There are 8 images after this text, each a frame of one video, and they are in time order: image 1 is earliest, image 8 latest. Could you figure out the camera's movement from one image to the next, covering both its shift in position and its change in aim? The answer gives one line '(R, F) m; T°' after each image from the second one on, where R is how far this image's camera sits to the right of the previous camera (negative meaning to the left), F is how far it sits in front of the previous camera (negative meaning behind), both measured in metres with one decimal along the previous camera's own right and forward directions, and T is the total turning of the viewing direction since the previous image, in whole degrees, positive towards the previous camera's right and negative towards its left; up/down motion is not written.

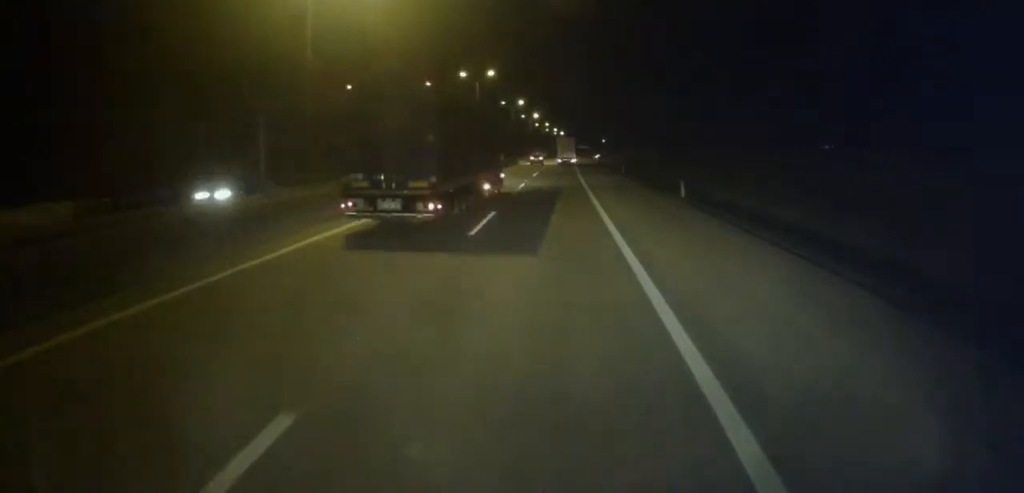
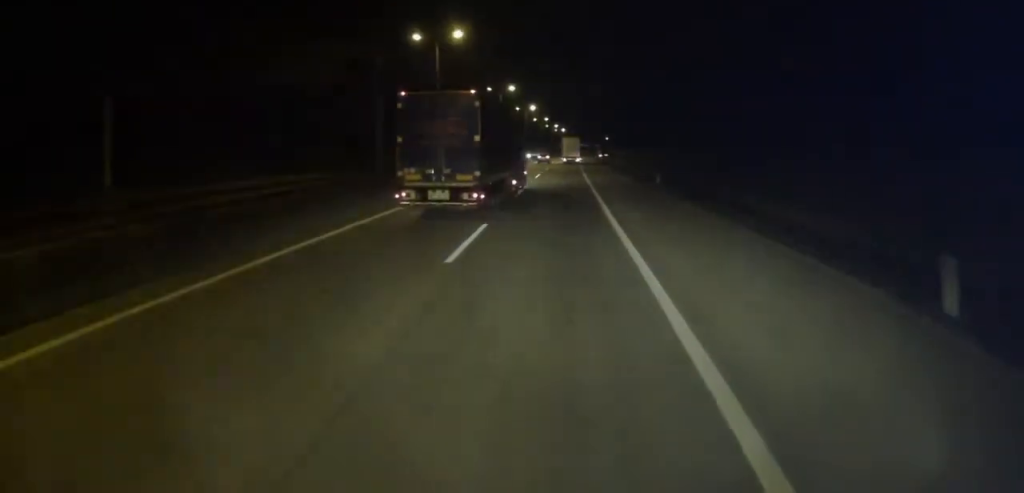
(0.0, +20.0) m; -1°
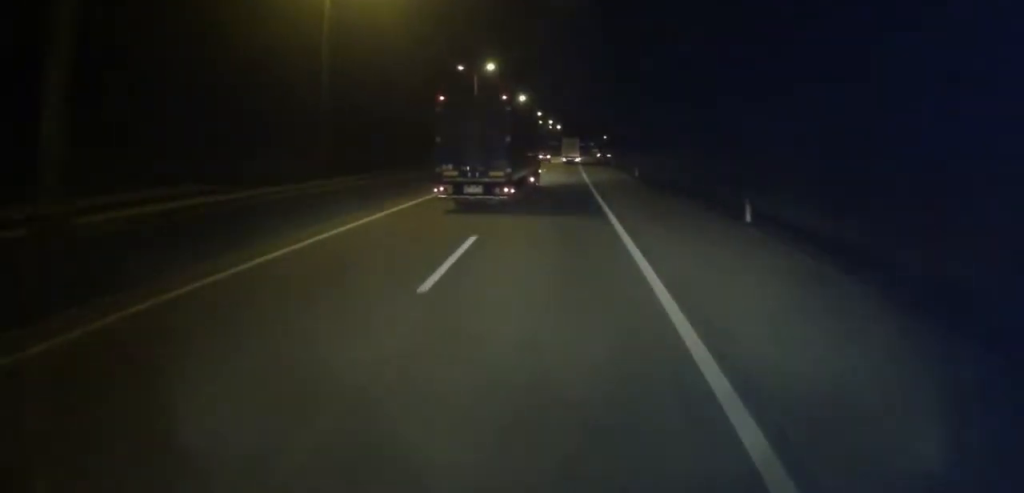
(-0.2, +19.7) m; -1°
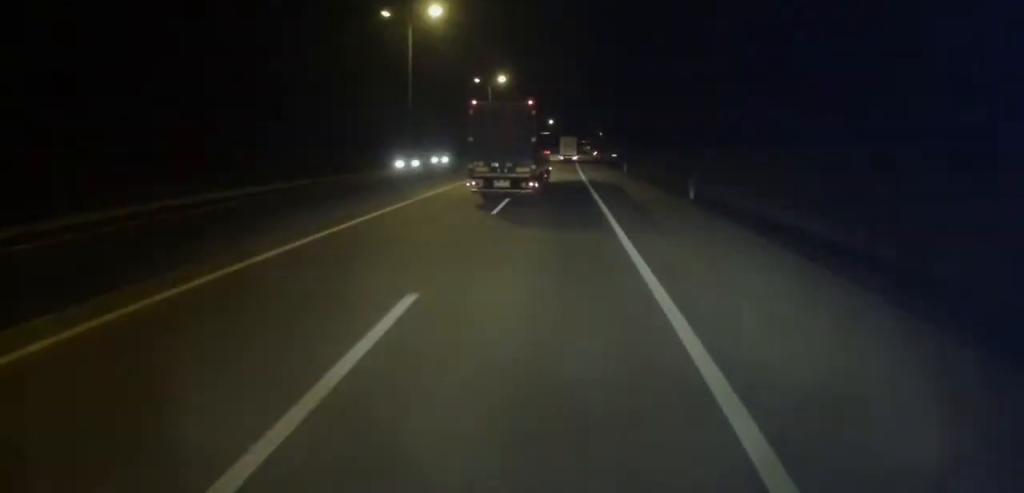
(0.0, +24.7) m; +1°
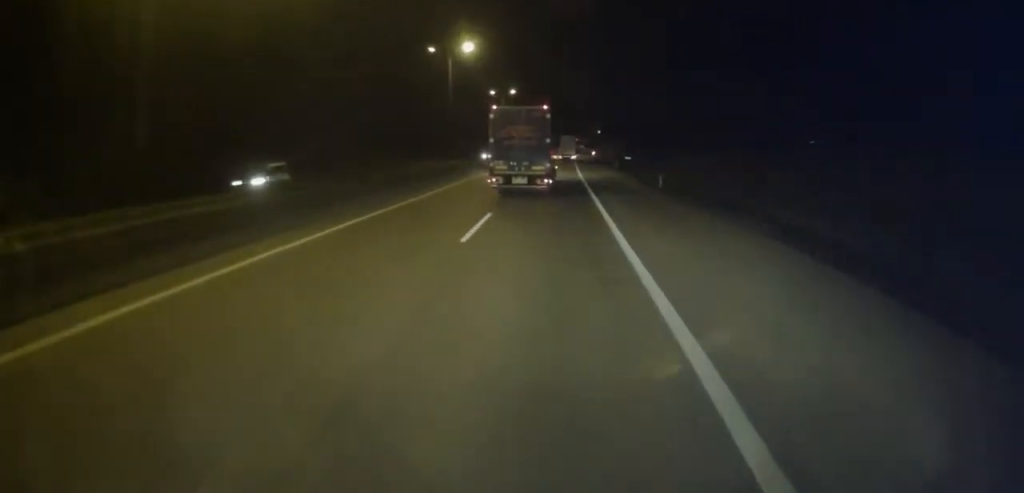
(+0.4, +25.4) m; +1°
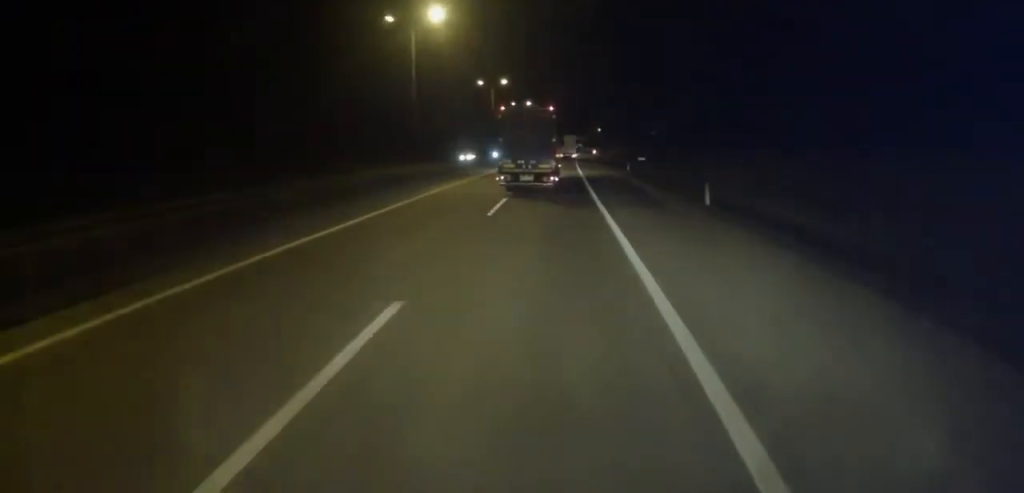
(+0.1, +13.0) m; 0°
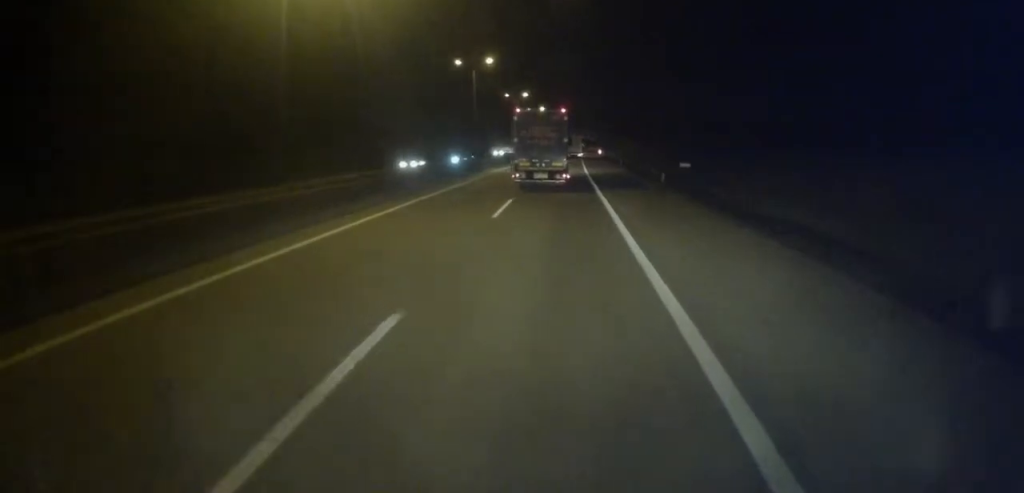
(0.0, +17.0) m; 0°
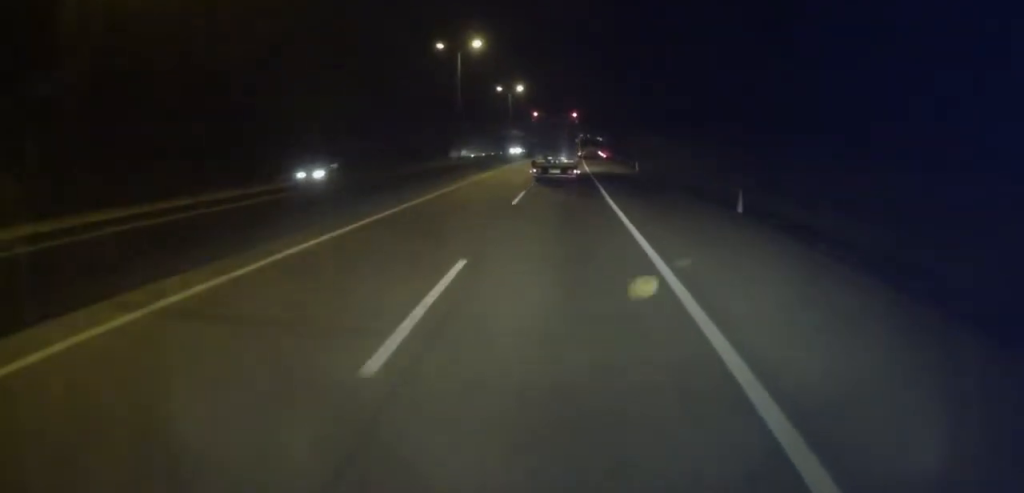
(-0.8, +46.5) m; -1°
